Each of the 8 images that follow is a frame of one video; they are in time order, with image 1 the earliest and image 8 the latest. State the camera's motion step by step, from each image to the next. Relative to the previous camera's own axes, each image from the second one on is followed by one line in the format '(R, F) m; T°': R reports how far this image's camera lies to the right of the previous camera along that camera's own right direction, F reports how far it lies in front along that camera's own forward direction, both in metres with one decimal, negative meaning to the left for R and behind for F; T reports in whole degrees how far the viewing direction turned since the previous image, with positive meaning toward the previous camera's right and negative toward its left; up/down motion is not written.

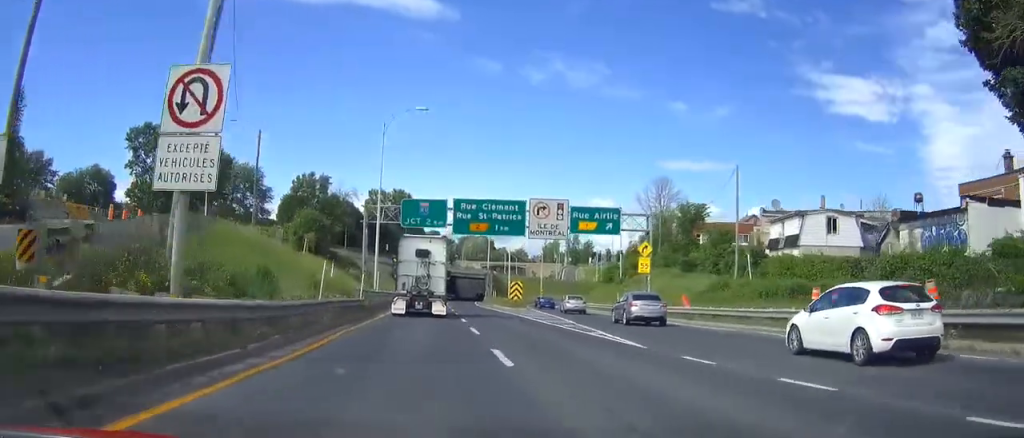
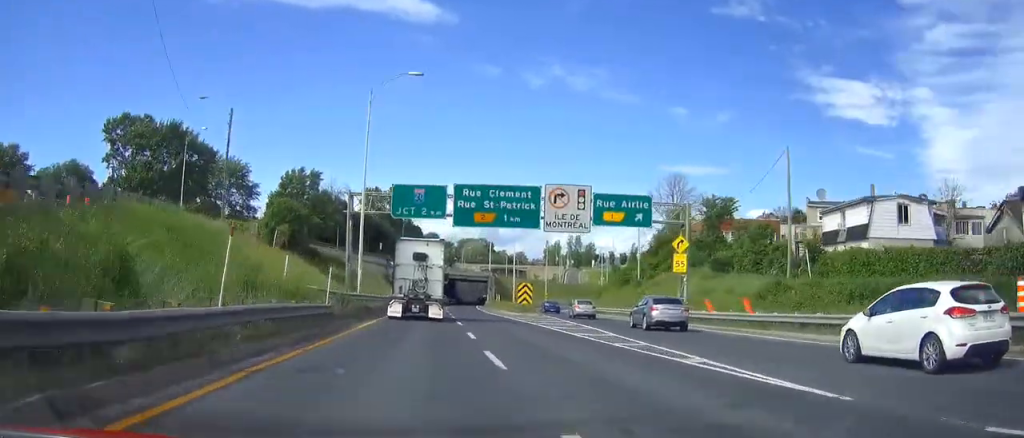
(0.0, +8.1) m; 0°
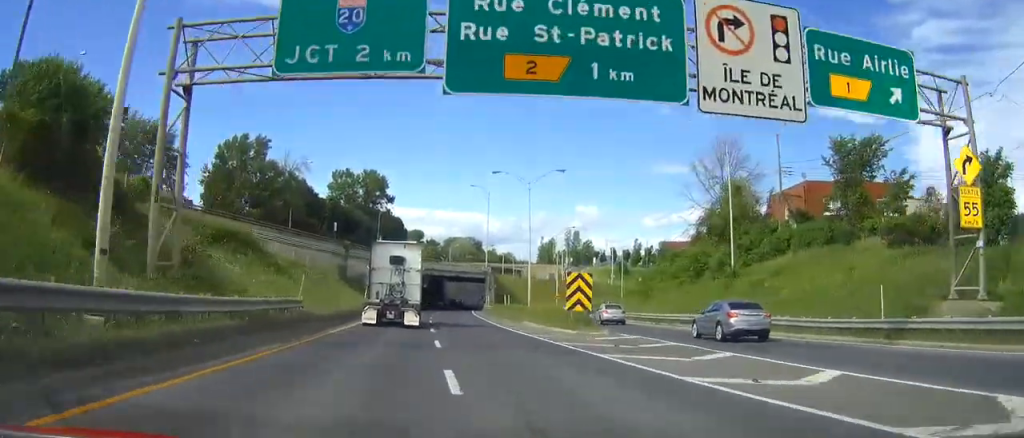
(0.0, +27.0) m; 0°
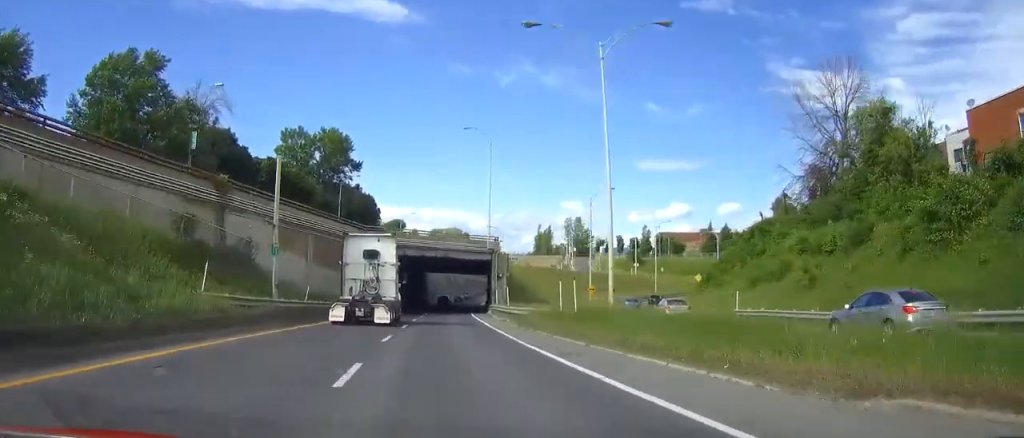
(0.0, +31.9) m; 0°
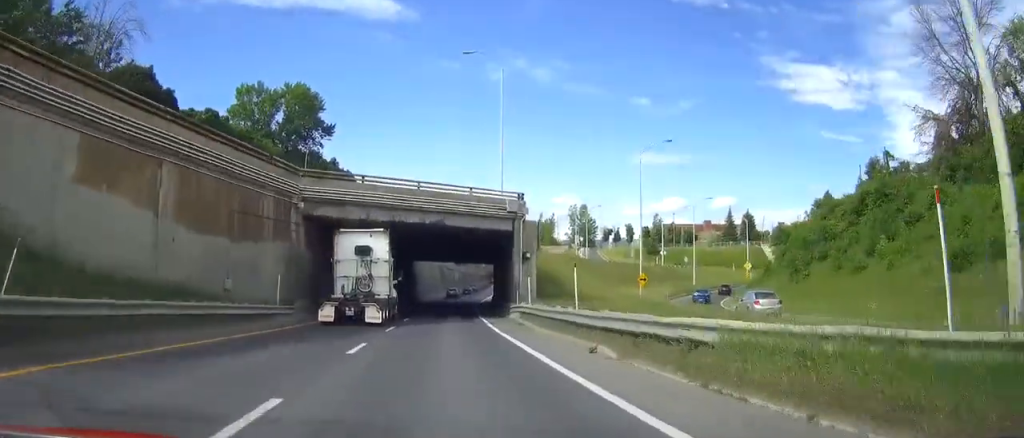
(0.0, +20.4) m; 0°
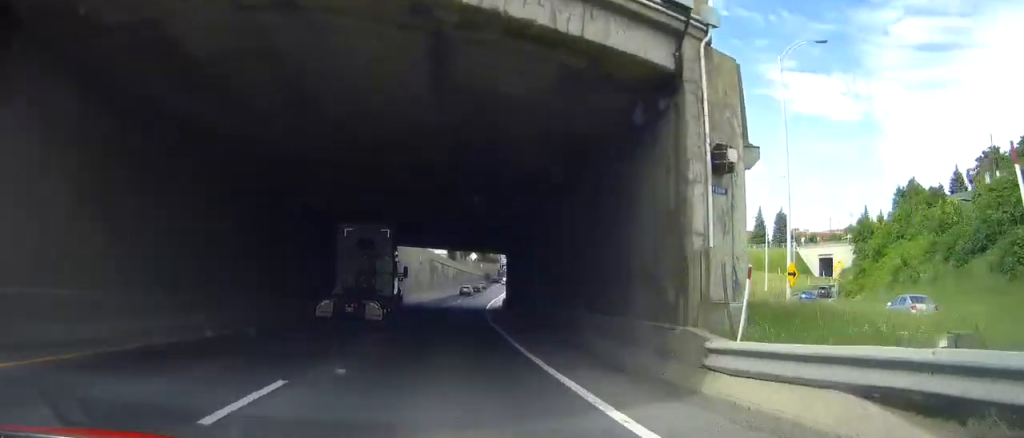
(0.0, +23.9) m; 0°
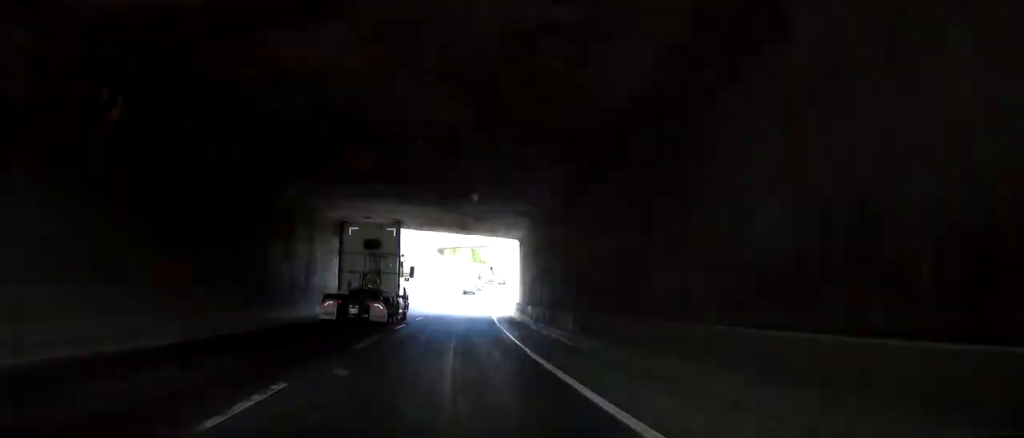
(0.0, +17.1) m; 0°
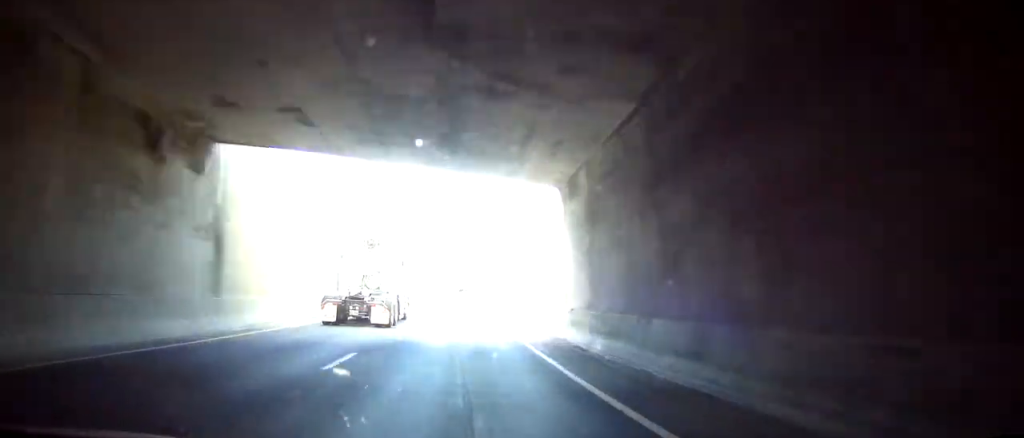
(0.0, +19.9) m; 0°
